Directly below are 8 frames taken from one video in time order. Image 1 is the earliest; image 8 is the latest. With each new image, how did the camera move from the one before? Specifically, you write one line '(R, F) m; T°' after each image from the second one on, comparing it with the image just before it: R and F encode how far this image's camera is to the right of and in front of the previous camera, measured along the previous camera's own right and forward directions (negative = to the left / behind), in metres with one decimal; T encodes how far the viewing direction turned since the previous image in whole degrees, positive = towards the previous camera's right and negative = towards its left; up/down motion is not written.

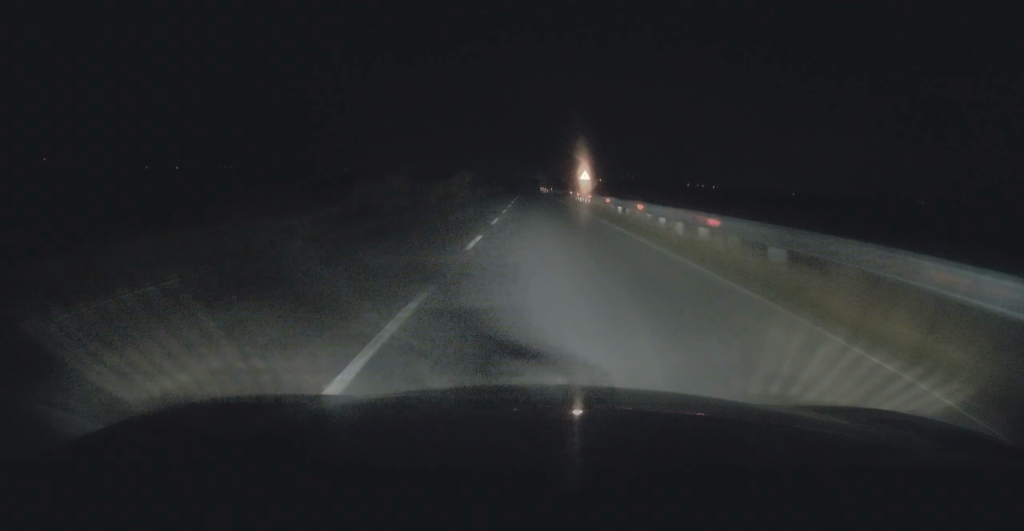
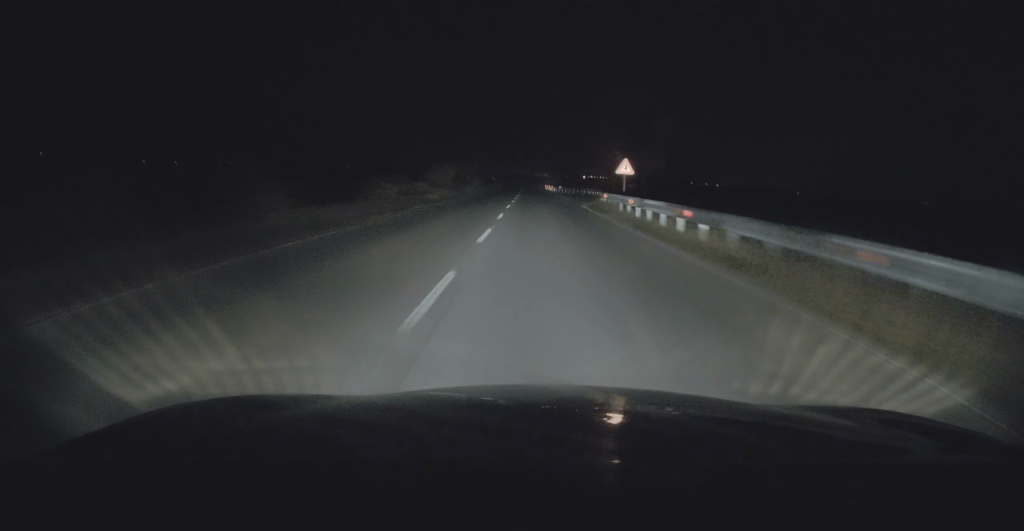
(-0.1, +21.7) m; 0°
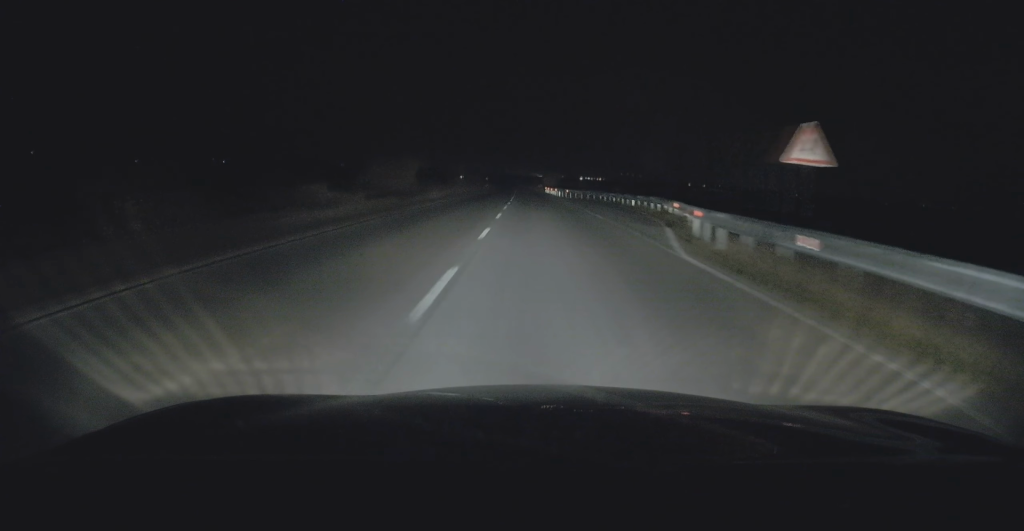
(-0.1, +22.4) m; 0°
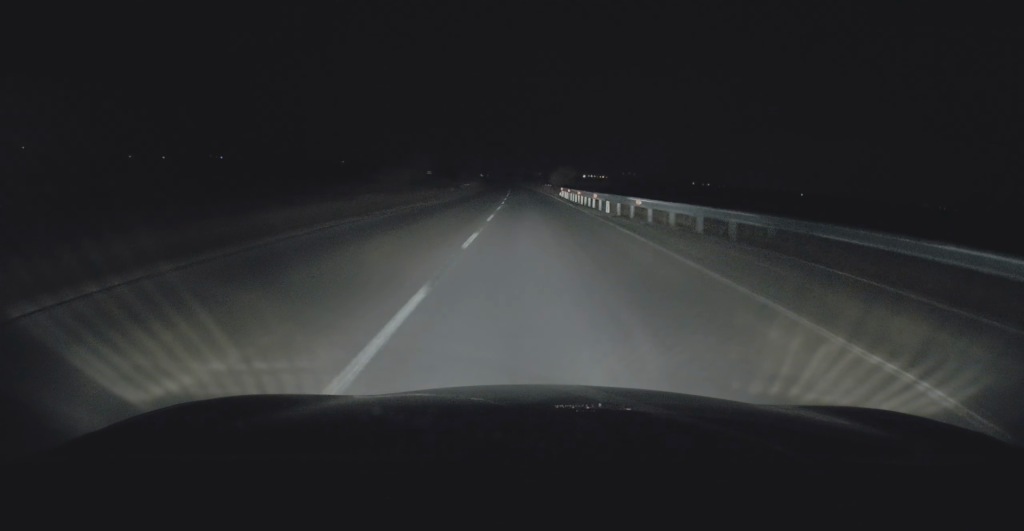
(+0.1, +40.2) m; 0°
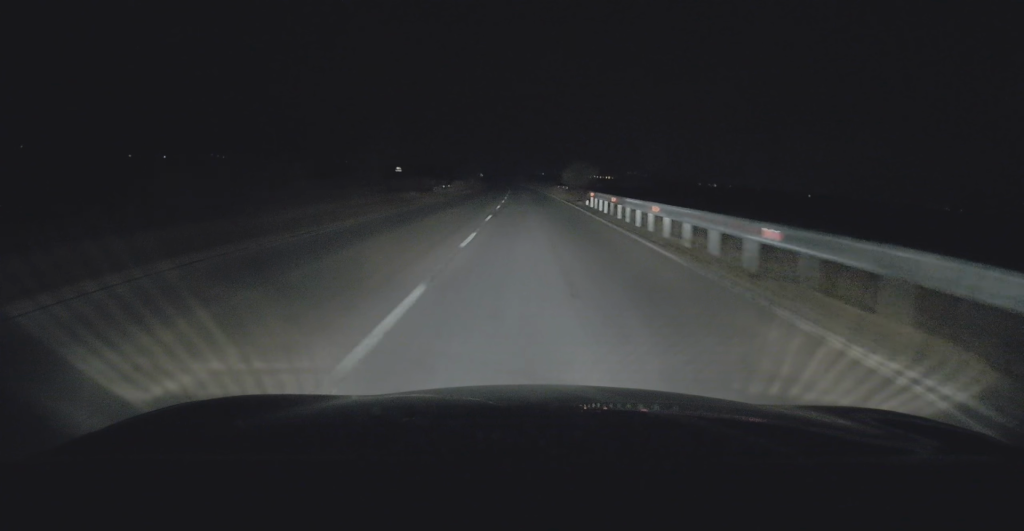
(+0.1, +22.6) m; -1°
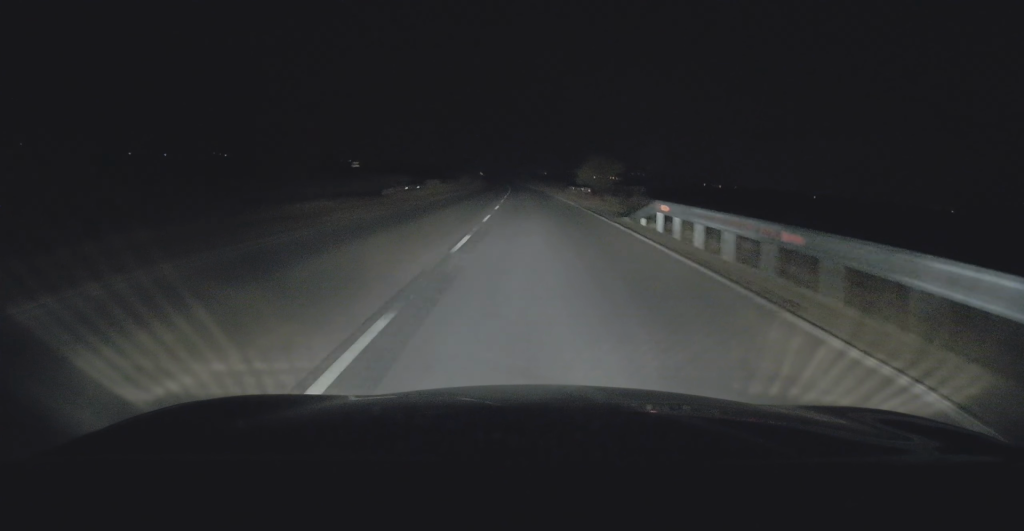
(-0.2, +16.8) m; 0°
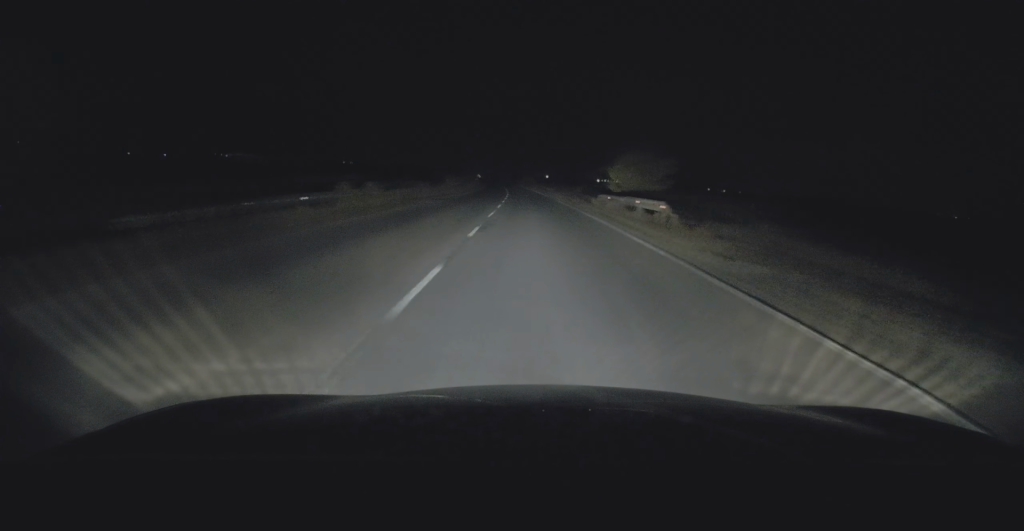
(0.0, +19.8) m; -1°
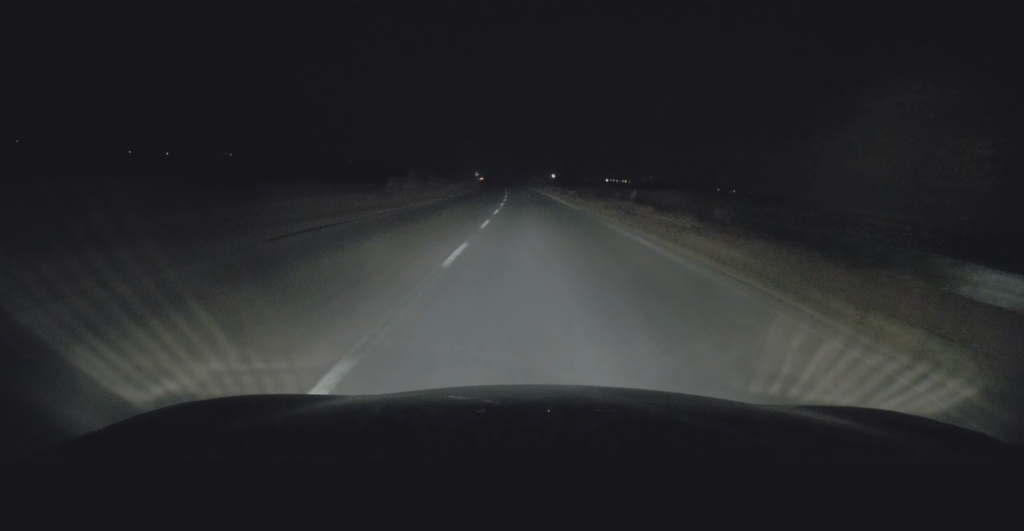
(-0.3, +28.4) m; -1°
